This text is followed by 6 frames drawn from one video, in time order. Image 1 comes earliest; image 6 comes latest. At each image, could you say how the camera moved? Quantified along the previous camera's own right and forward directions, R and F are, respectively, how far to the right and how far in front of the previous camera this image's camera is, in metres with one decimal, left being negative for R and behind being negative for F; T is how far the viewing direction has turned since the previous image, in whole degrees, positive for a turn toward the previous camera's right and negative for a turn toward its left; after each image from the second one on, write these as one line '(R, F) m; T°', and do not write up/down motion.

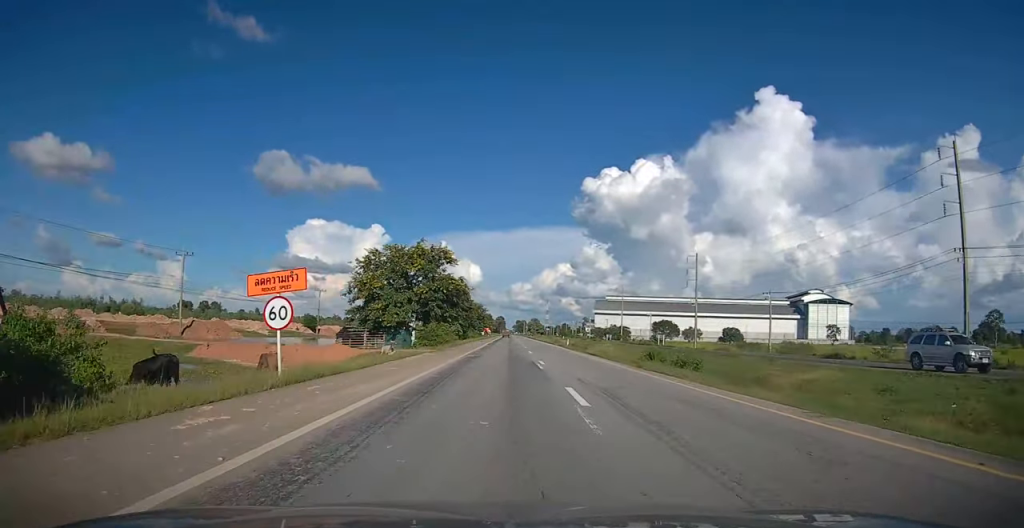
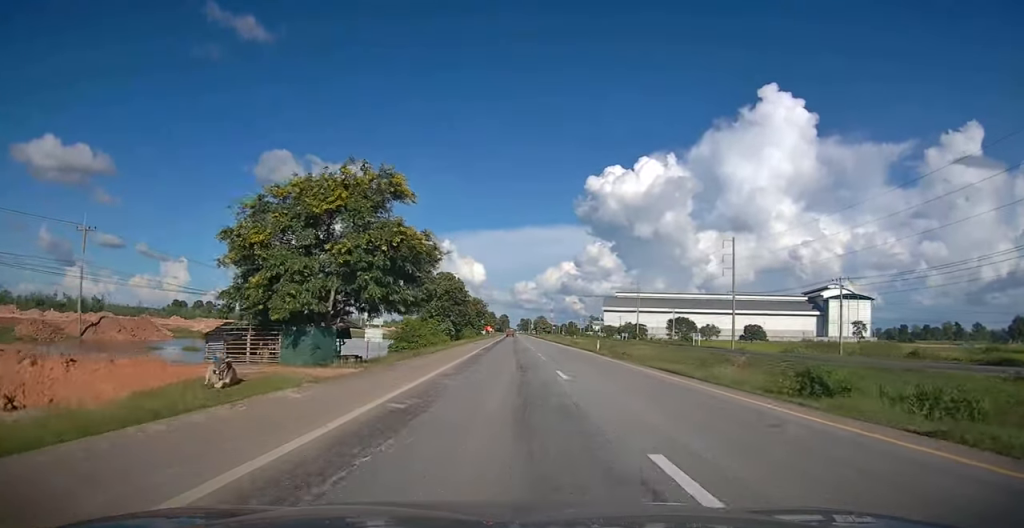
(0.0, +18.7) m; 0°
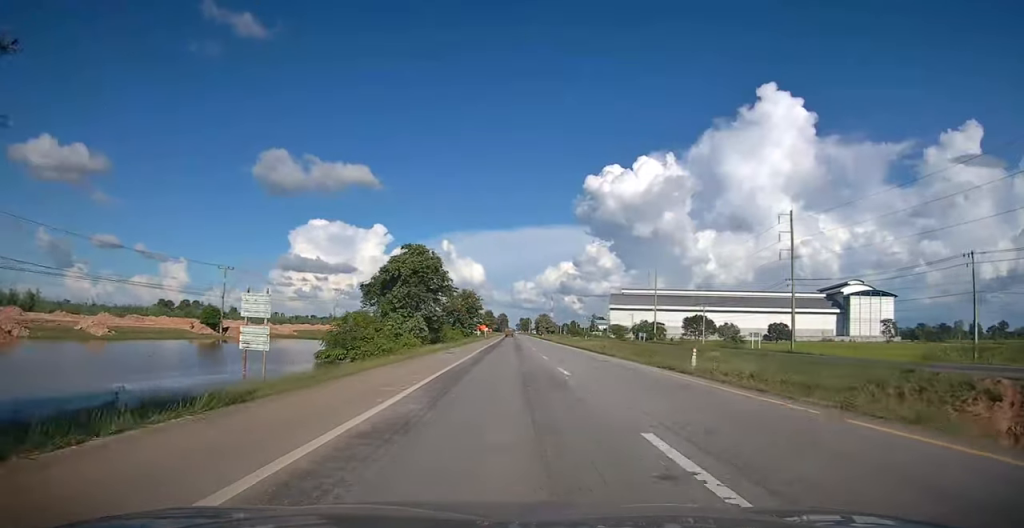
(0.0, +22.9) m; 0°
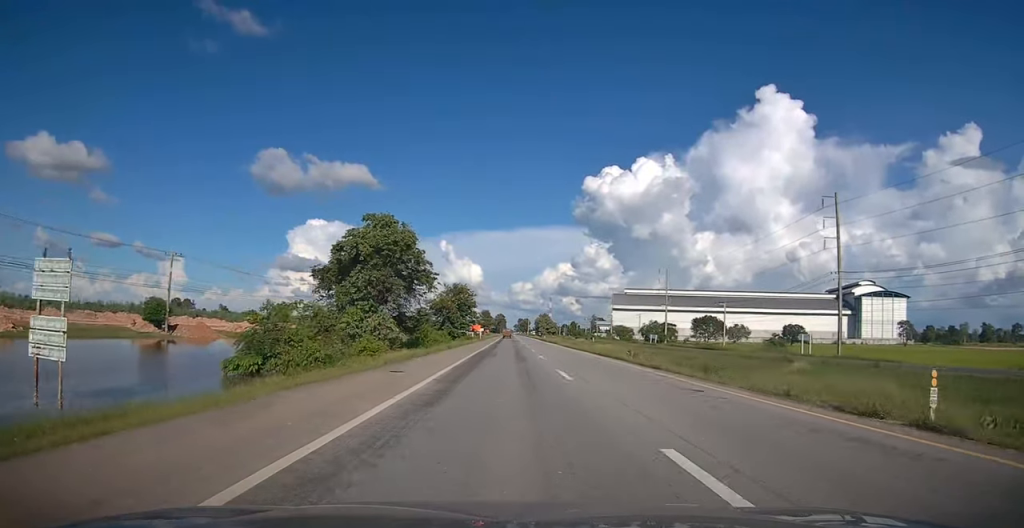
(-0.1, +12.8) m; 0°
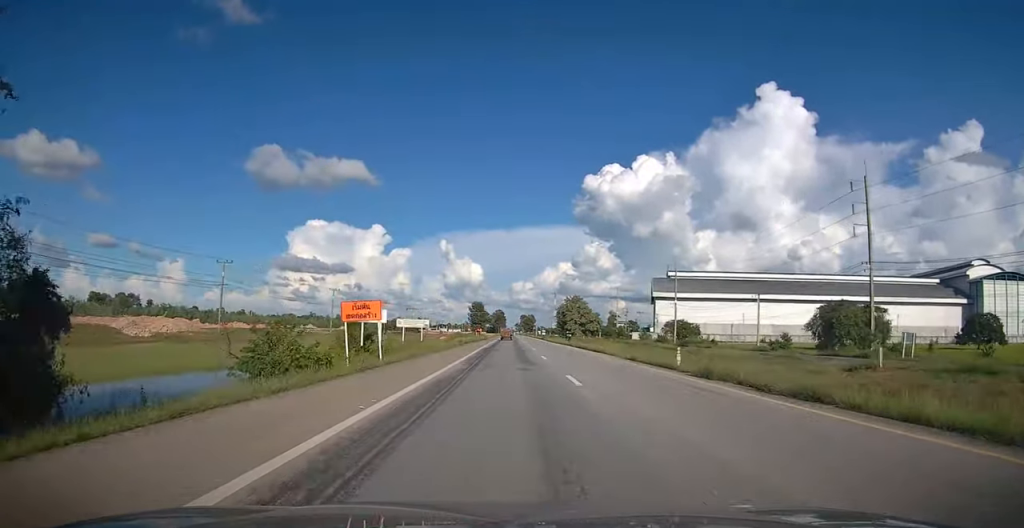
(+0.1, +86.0) m; 0°
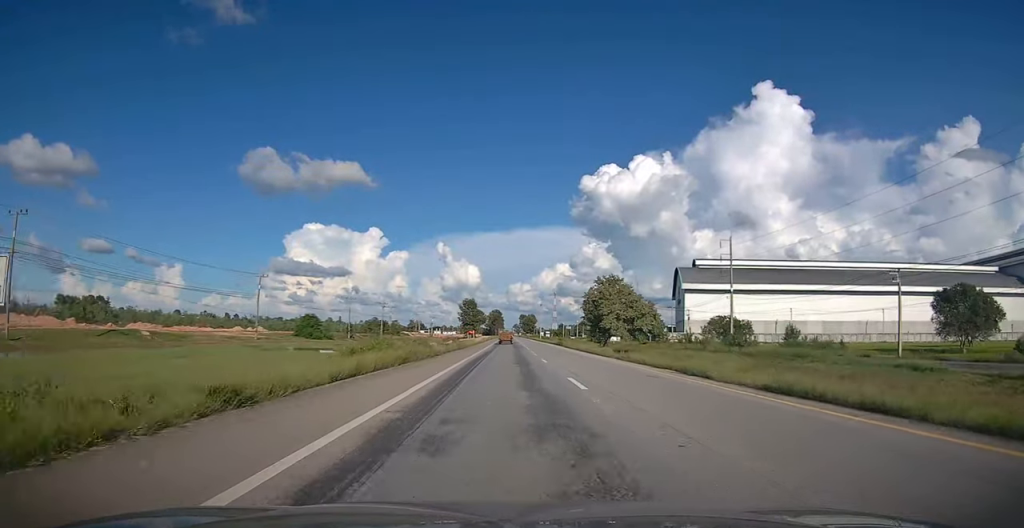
(-0.1, +36.6) m; 0°
